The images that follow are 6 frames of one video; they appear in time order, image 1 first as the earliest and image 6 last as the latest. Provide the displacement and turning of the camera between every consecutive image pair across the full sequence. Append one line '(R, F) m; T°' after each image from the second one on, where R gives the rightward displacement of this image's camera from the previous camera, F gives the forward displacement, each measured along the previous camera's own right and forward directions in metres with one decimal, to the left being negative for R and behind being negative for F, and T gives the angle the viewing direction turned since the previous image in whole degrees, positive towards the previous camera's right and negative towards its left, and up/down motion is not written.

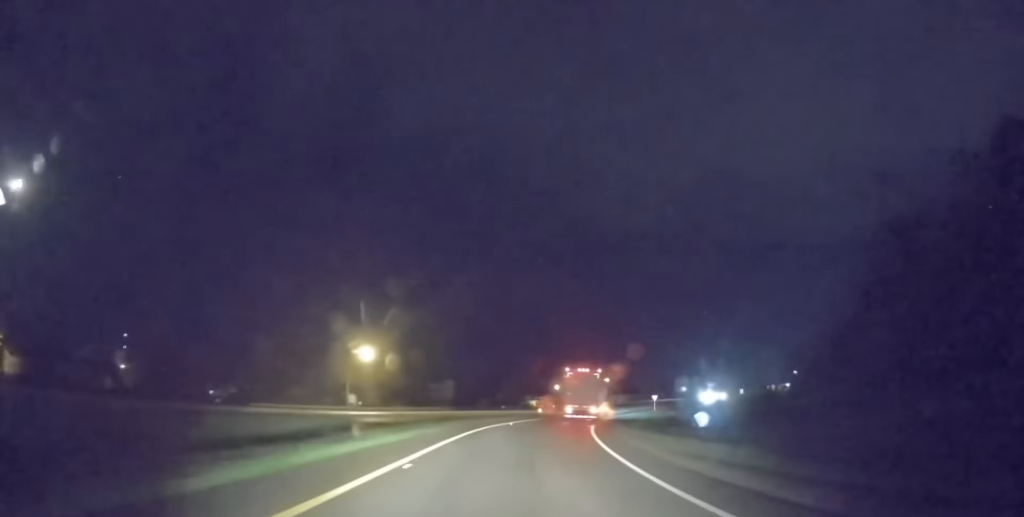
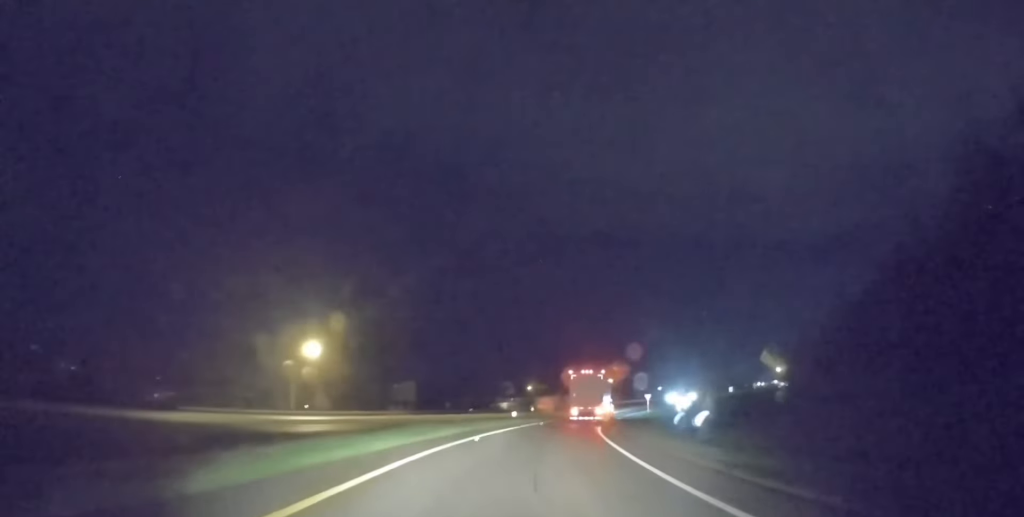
(+0.2, +13.7) m; +2°
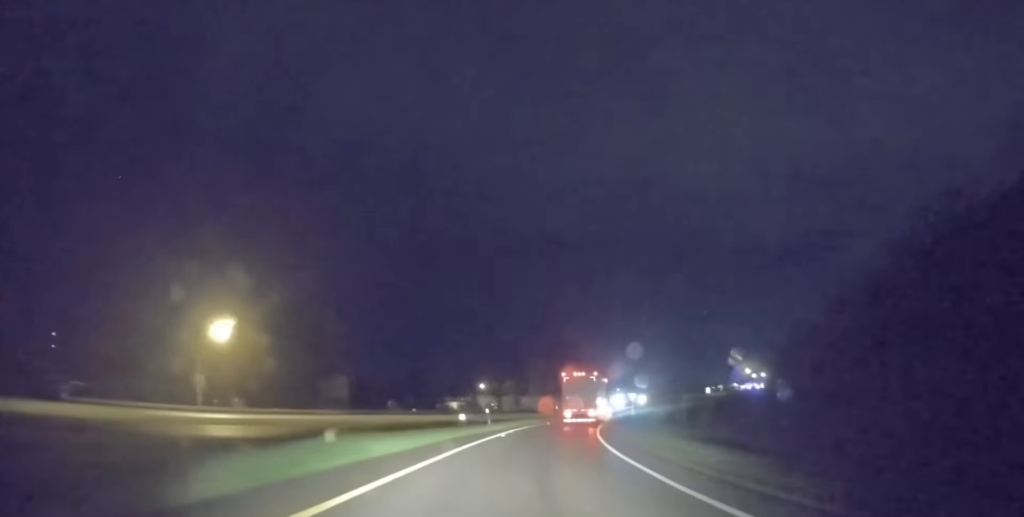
(+0.4, +15.0) m; +3°
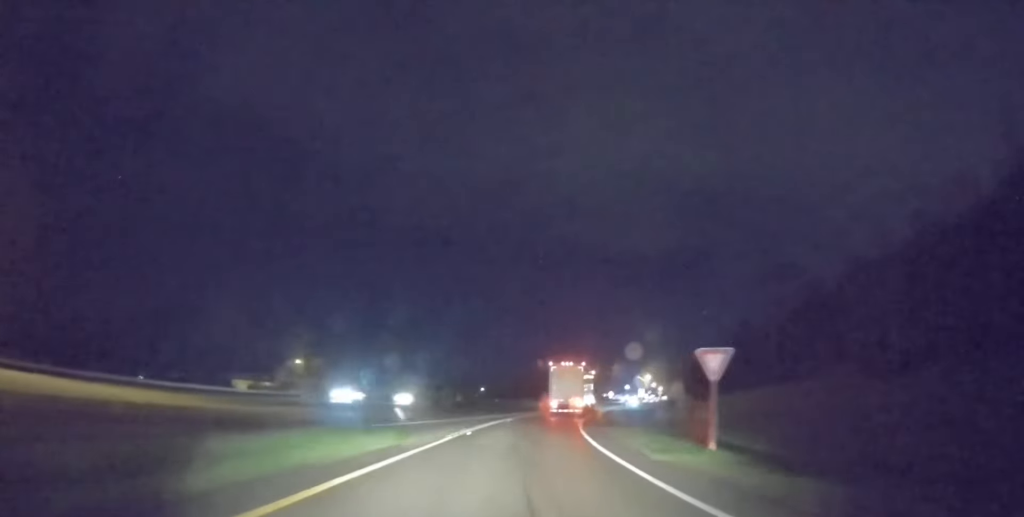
(+4.7, +46.5) m; +12°
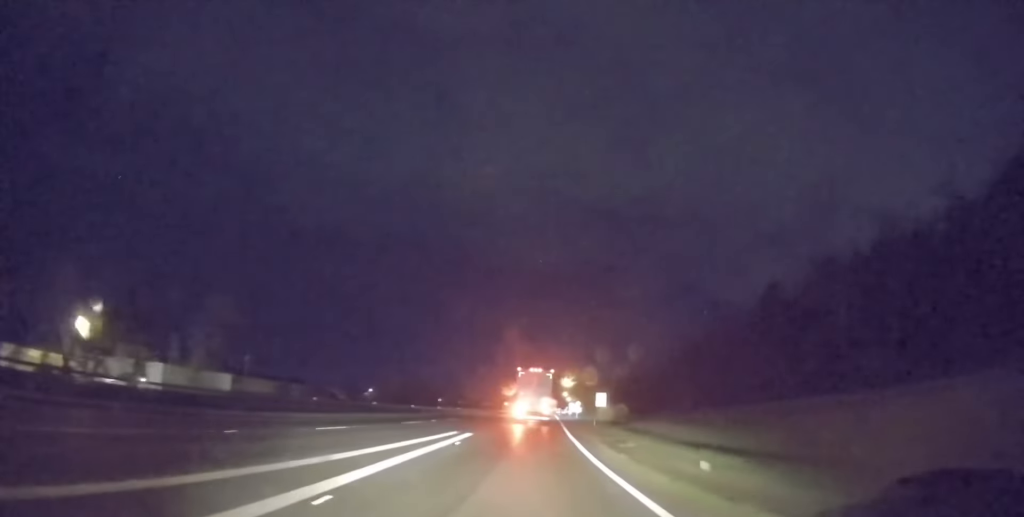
(+3.0, +39.0) m; +11°
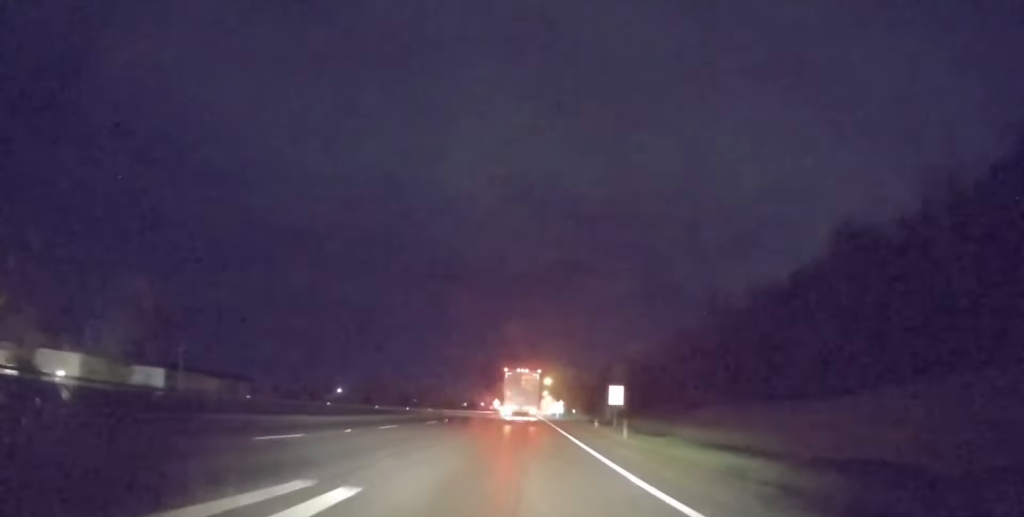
(+0.9, +16.9) m; +5°
